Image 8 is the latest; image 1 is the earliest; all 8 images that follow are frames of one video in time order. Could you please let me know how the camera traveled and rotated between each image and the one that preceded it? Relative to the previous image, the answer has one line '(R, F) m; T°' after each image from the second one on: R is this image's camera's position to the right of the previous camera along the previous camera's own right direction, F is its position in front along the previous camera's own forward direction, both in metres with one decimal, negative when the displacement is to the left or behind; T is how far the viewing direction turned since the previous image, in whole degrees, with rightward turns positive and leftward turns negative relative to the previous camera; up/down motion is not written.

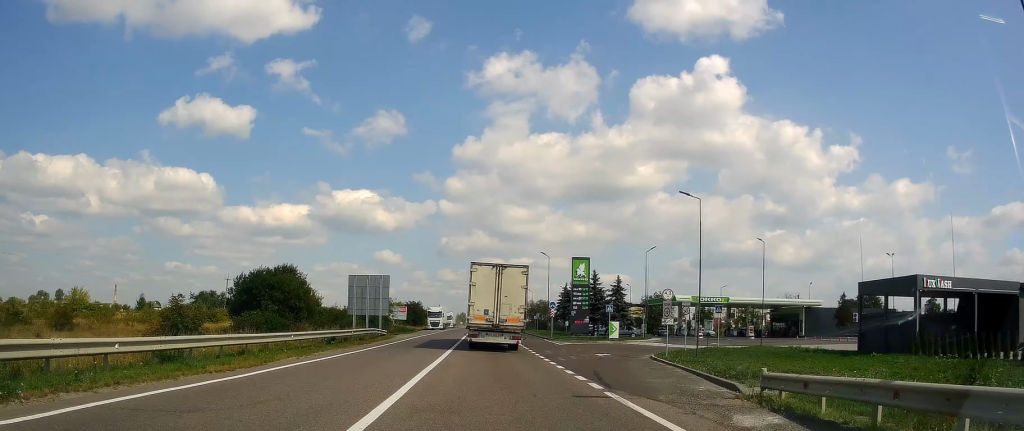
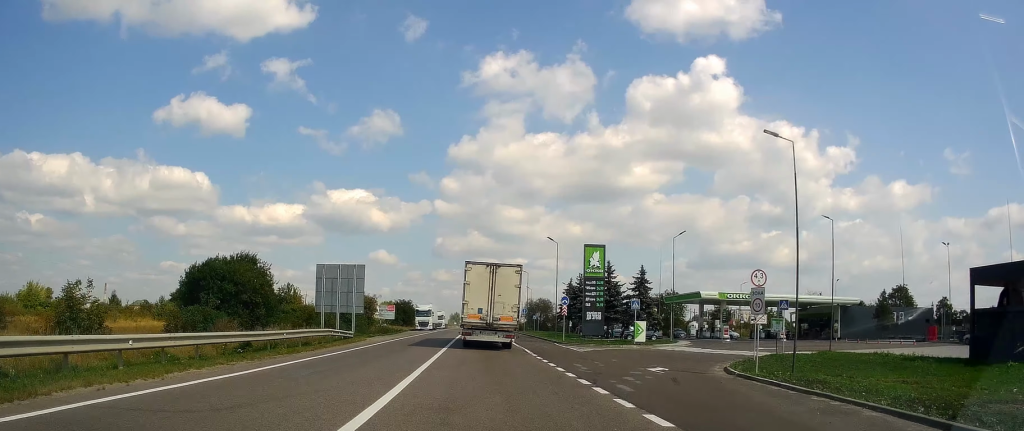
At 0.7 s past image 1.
(+0.1, +11.5) m; 0°
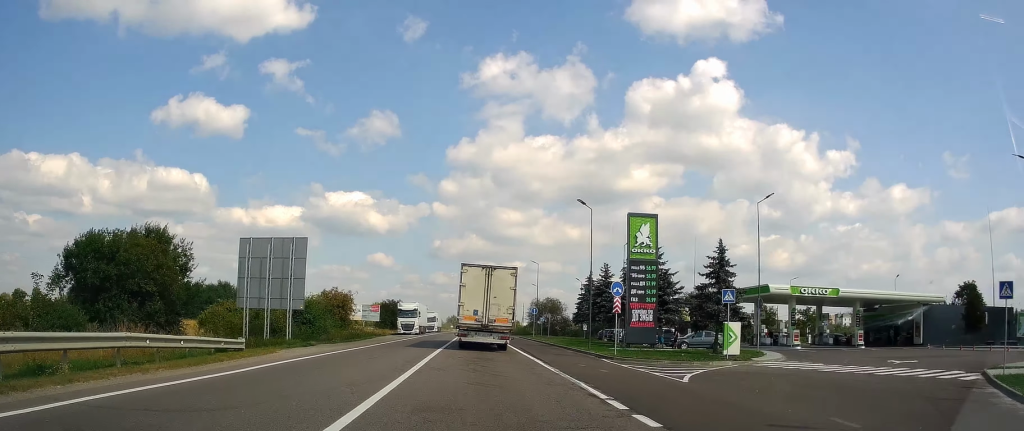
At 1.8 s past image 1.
(-0.1, +17.6) m; -2°
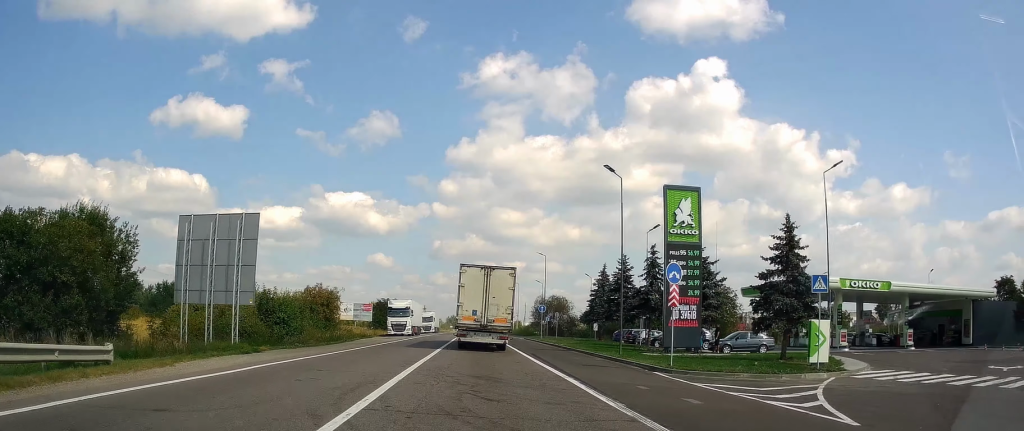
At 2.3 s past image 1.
(-0.2, +8.2) m; -1°
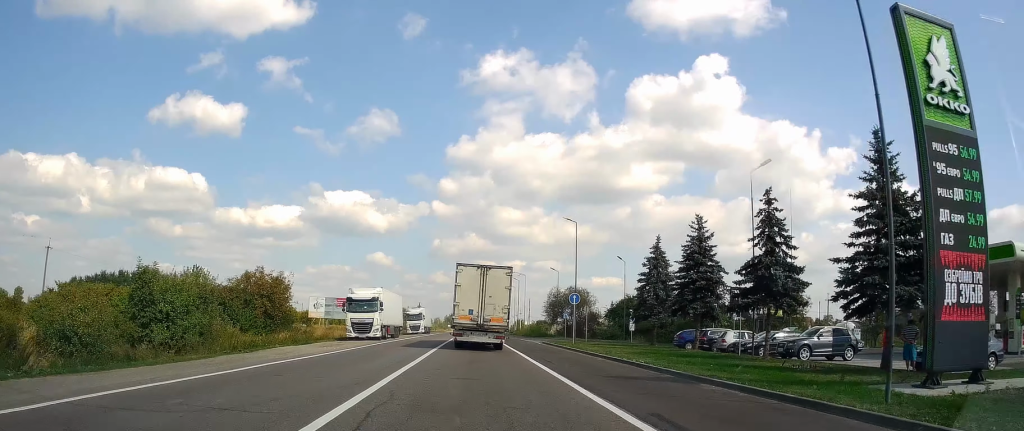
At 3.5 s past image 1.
(+0.1, +20.3) m; +1°
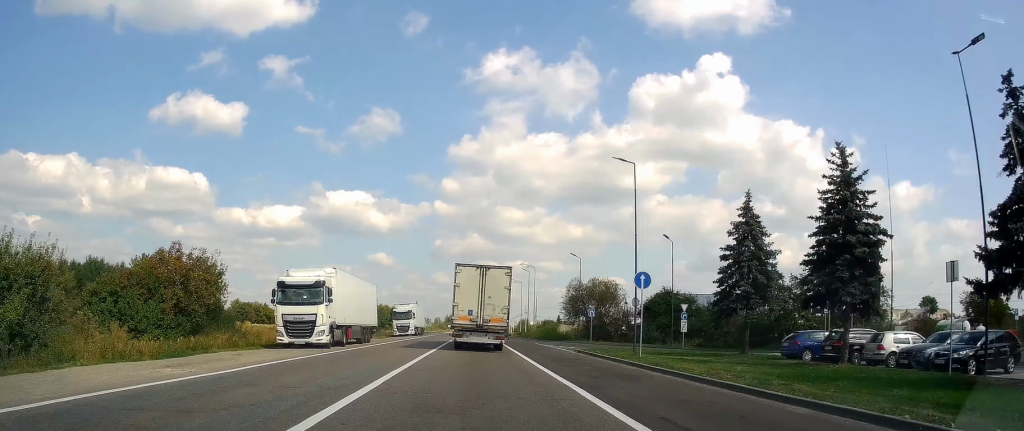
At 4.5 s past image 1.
(+0.2, +15.7) m; +2°
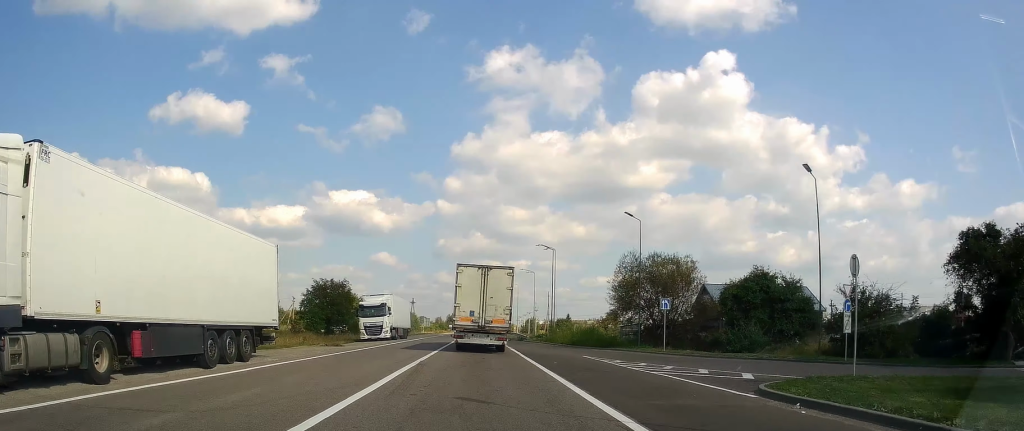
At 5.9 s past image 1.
(+0.1, +23.1) m; 0°
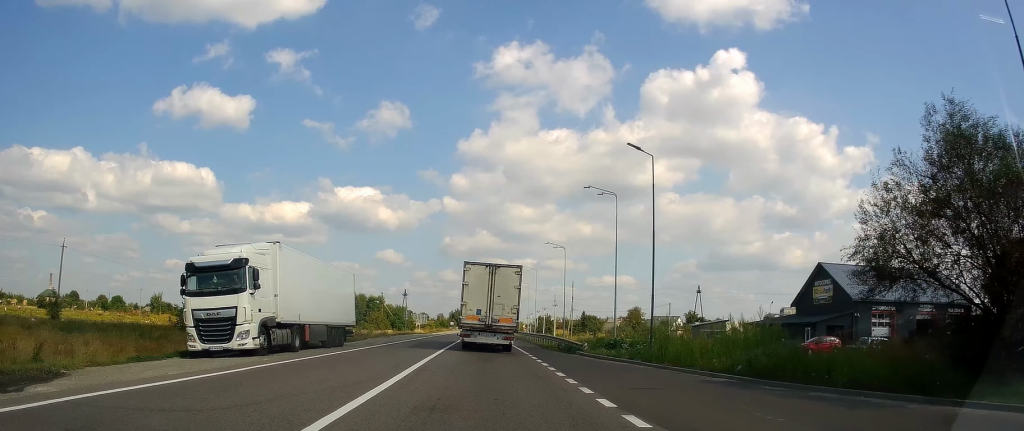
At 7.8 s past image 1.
(-0.4, +32.3) m; -1°
